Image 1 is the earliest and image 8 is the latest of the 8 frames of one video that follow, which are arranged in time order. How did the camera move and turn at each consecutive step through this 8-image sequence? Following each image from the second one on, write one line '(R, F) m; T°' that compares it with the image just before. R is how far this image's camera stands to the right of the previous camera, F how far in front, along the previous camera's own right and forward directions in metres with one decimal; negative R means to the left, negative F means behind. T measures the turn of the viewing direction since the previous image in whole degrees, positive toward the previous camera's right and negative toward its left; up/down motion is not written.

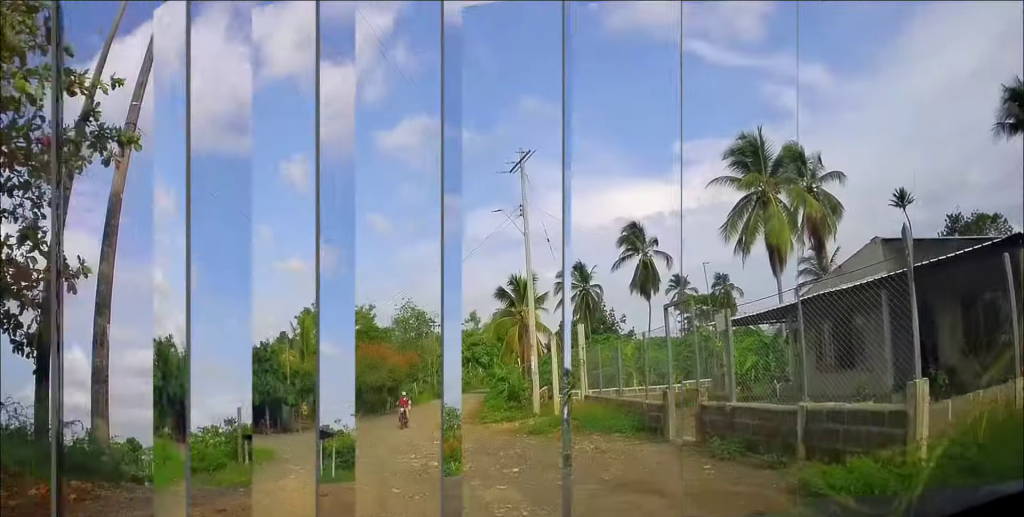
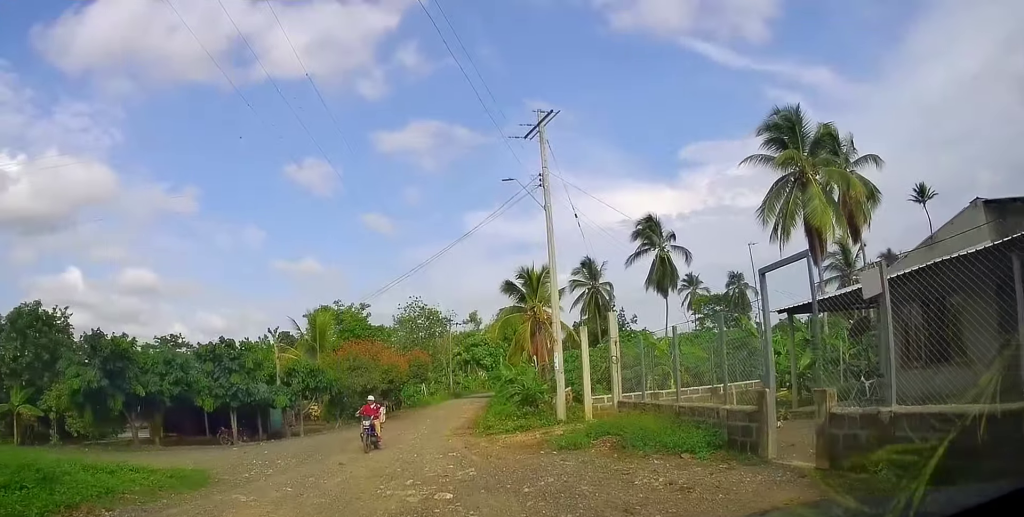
(-0.1, +5.1) m; -6°
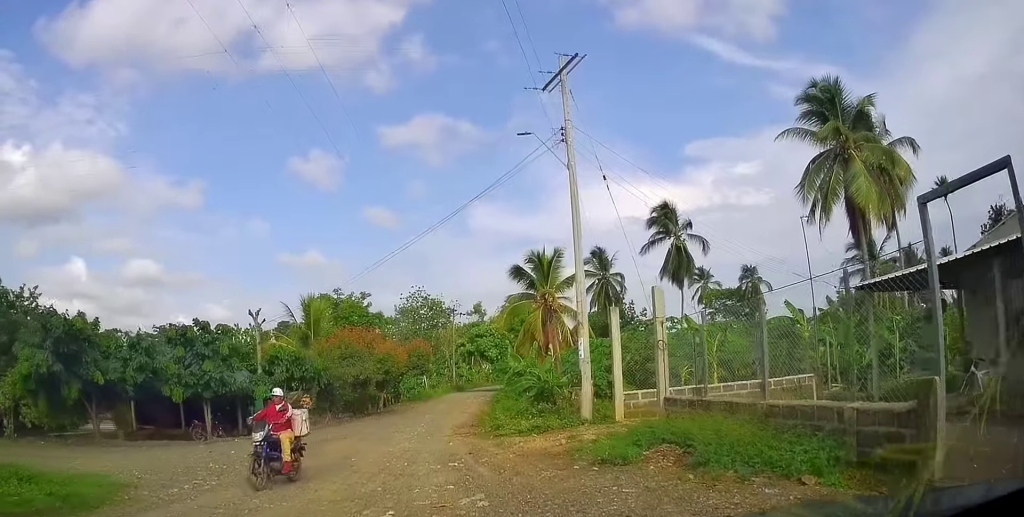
(-0.4, +4.4) m; -4°
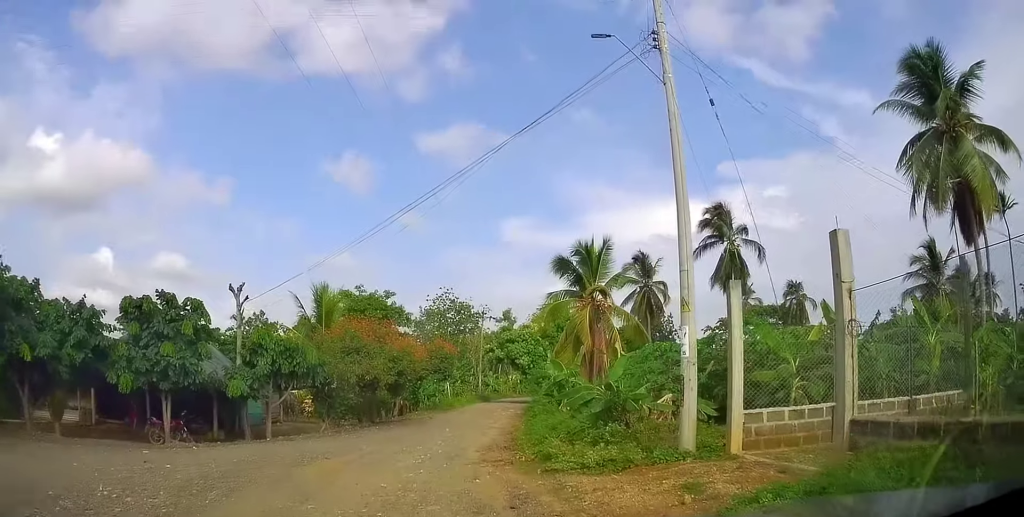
(+0.2, +6.3) m; +5°
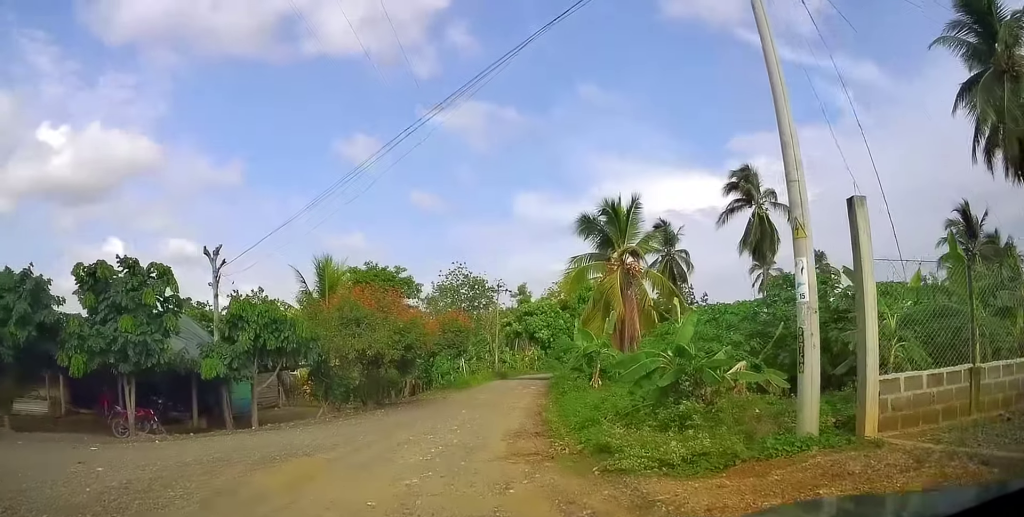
(+0.3, +3.4) m; 0°
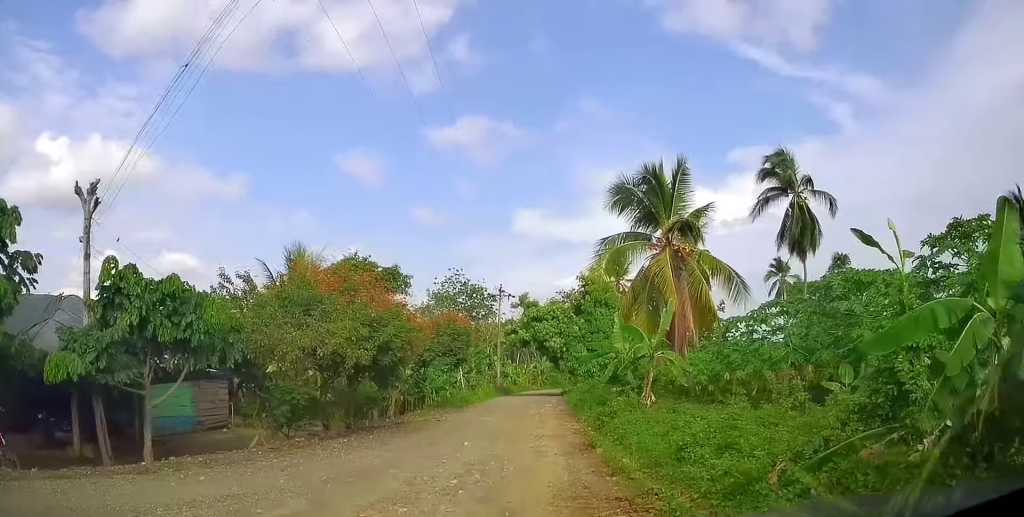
(-0.5, +7.0) m; -6°
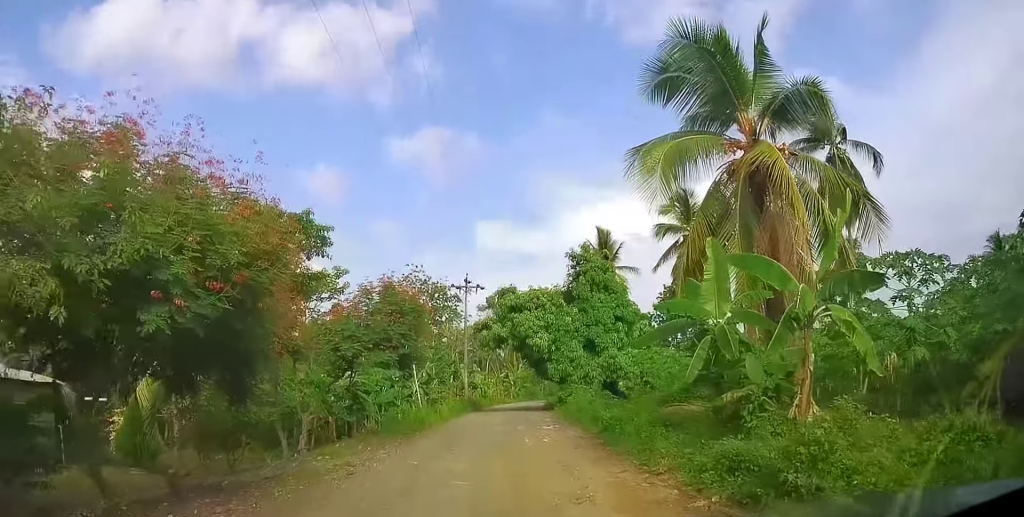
(+0.5, +10.0) m; +8°
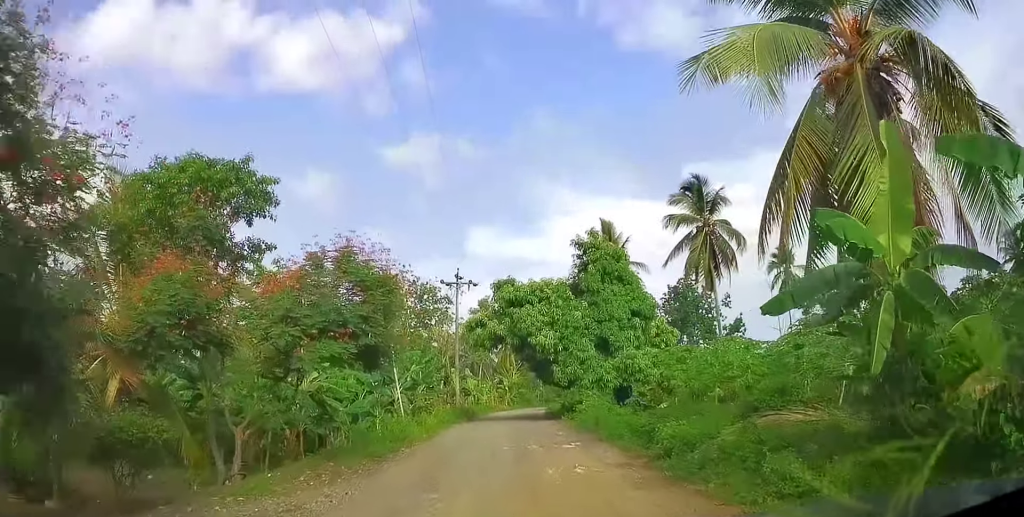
(0.0, +4.7) m; 0°
